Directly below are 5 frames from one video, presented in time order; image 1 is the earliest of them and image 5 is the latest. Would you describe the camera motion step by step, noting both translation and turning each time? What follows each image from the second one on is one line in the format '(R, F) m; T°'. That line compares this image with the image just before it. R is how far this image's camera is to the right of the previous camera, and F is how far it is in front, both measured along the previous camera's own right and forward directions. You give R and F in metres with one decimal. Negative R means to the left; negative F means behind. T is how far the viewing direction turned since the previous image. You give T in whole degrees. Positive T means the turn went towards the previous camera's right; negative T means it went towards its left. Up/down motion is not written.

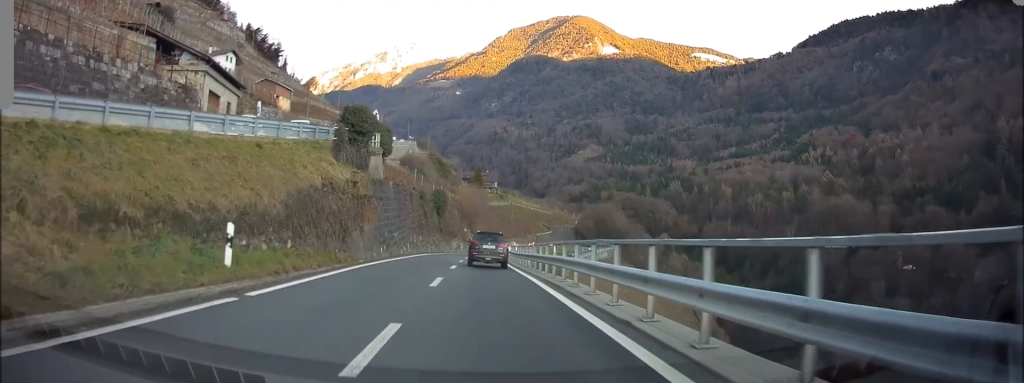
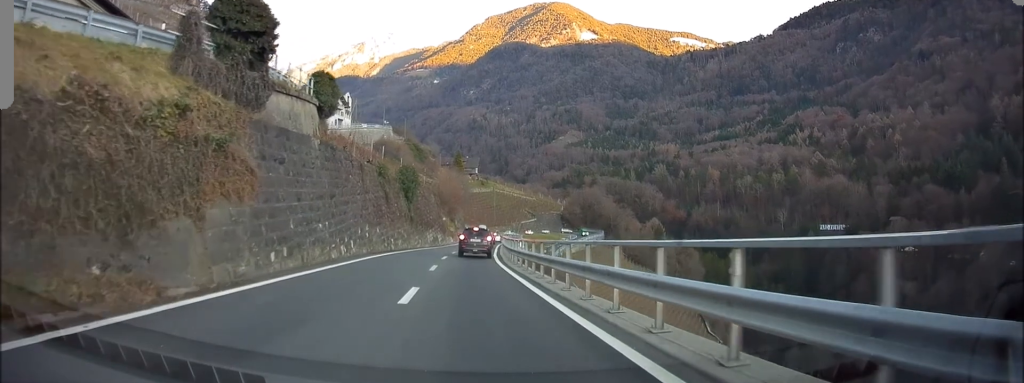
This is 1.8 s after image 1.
(-0.5, +13.1) m; -1°
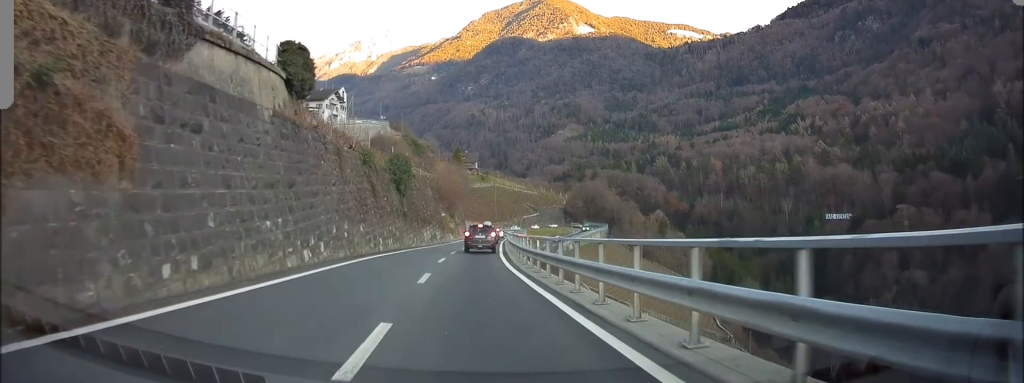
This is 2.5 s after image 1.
(+0.1, +5.0) m; +1°
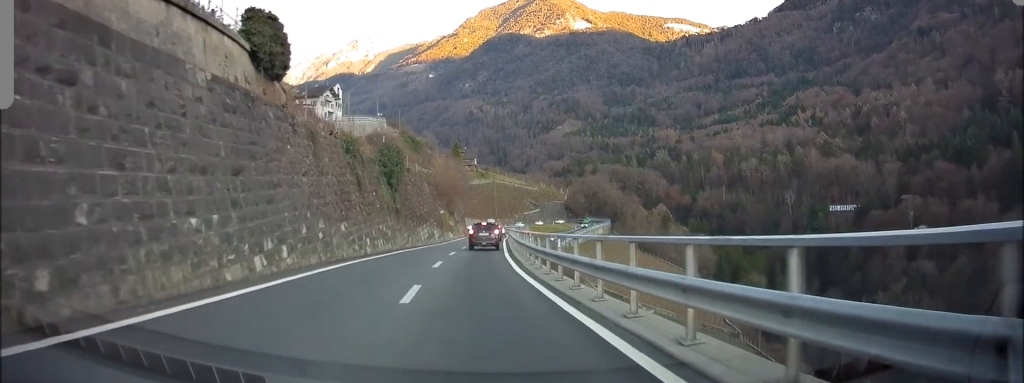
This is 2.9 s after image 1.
(0.0, +3.7) m; +1°
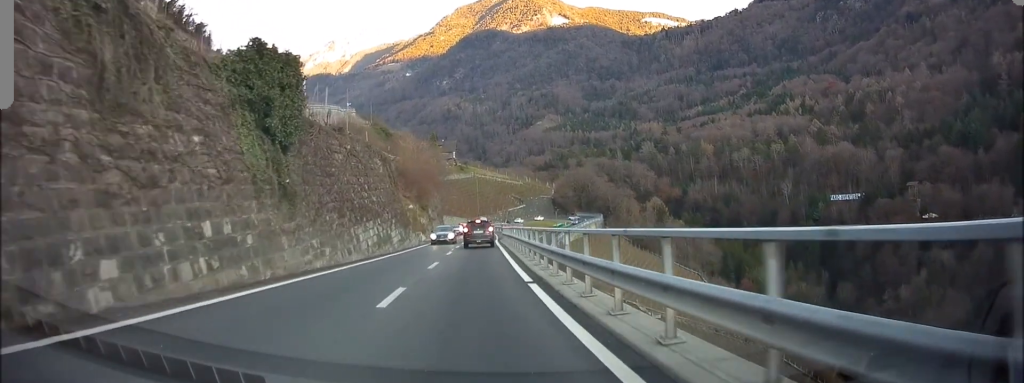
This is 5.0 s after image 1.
(0.0, +18.2) m; 0°
